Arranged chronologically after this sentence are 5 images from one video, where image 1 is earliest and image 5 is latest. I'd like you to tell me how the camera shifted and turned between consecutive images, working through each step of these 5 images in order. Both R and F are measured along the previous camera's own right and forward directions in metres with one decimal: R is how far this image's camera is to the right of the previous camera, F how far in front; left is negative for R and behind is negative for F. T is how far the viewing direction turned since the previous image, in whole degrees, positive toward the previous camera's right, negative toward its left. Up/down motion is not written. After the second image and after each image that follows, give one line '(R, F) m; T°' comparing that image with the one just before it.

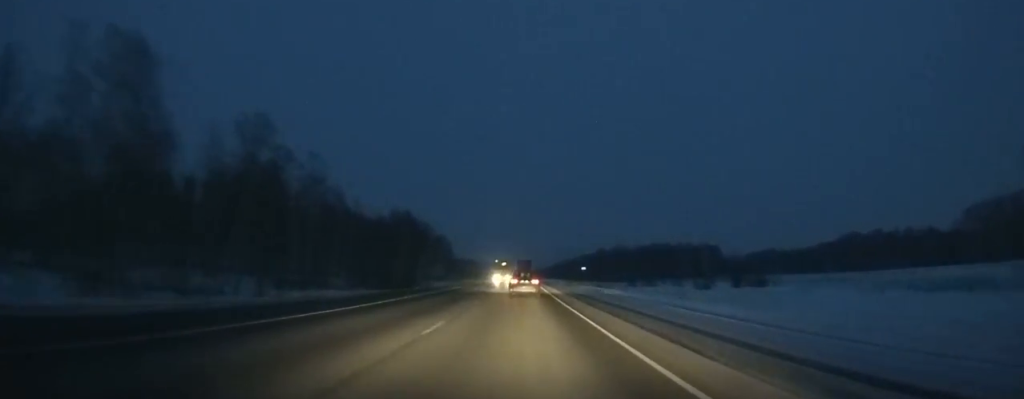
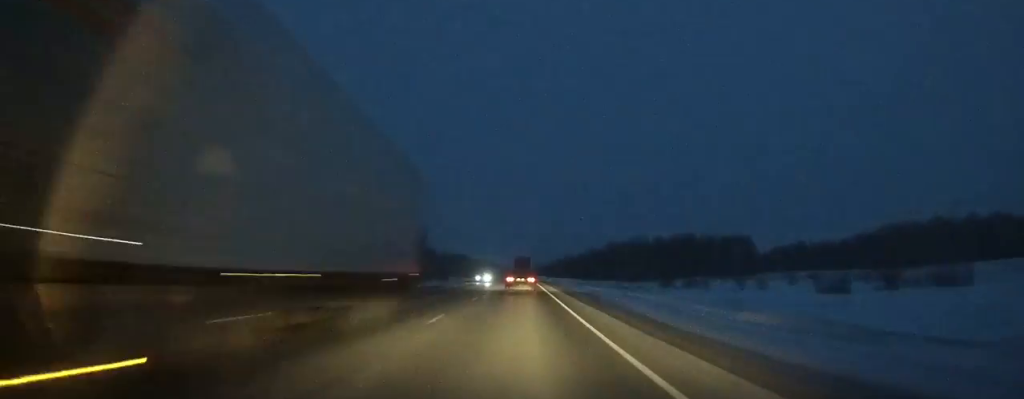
(0.0, +58.0) m; 0°
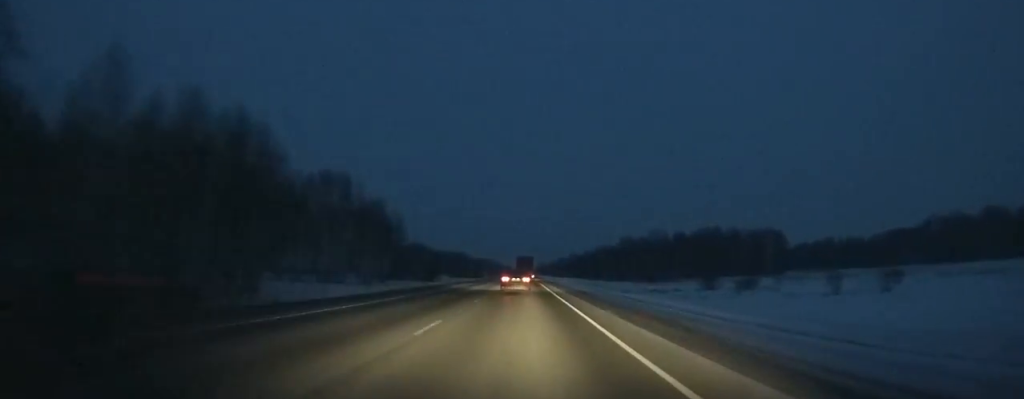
(-0.1, +38.0) m; 0°
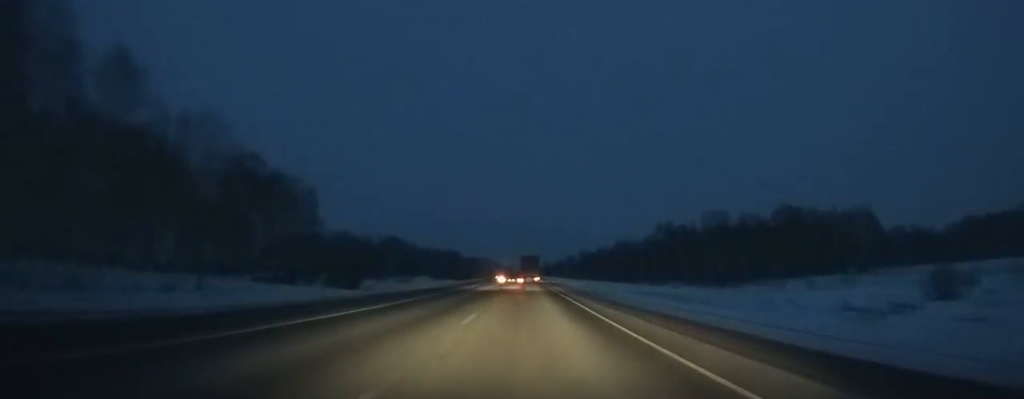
(-0.2, +82.4) m; 0°
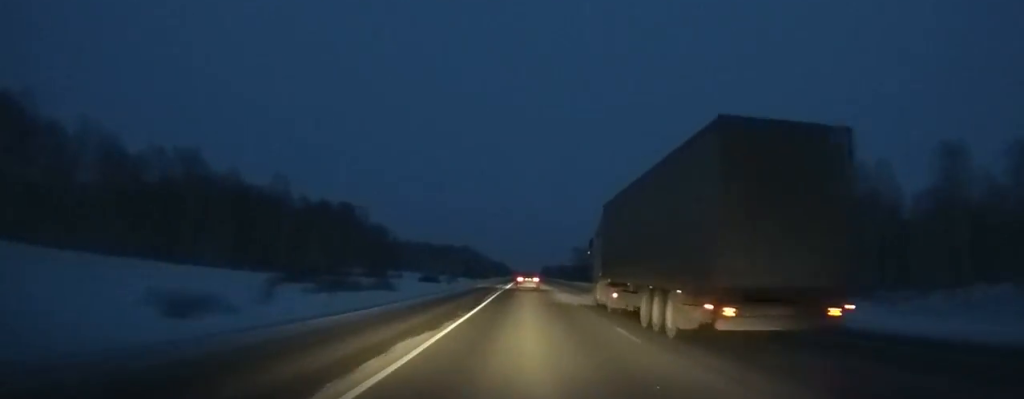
(+1.4, +344.2) m; +1°
